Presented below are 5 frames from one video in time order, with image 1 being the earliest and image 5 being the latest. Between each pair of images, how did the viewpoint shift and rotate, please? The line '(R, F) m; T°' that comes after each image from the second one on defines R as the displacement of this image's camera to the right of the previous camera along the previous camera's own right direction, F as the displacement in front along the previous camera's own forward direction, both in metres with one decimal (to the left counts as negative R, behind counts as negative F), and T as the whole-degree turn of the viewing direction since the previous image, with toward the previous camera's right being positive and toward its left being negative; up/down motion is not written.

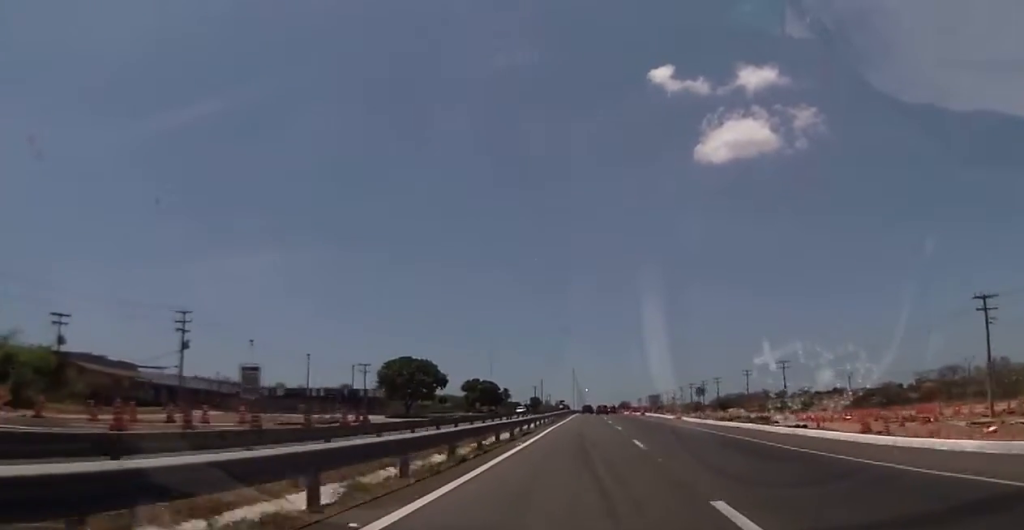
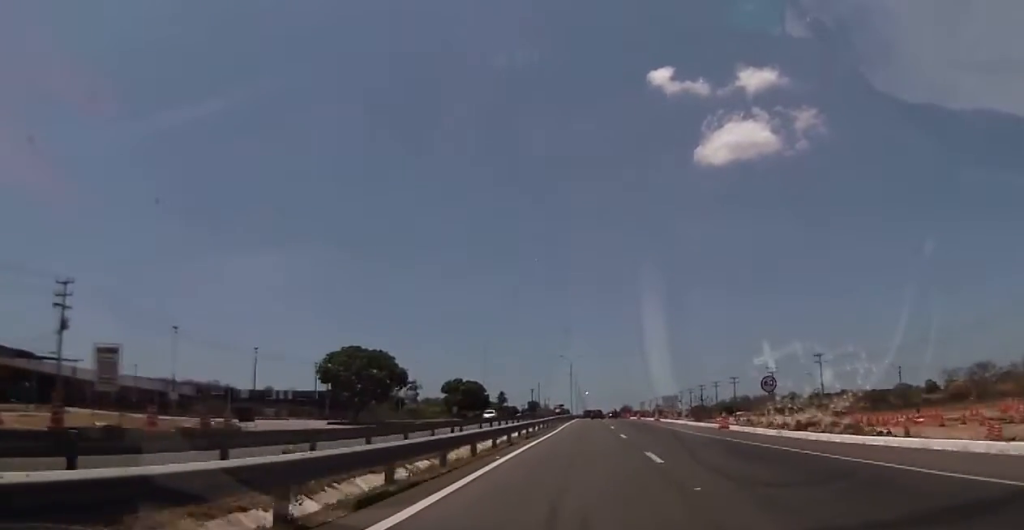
(-0.1, +21.3) m; 0°
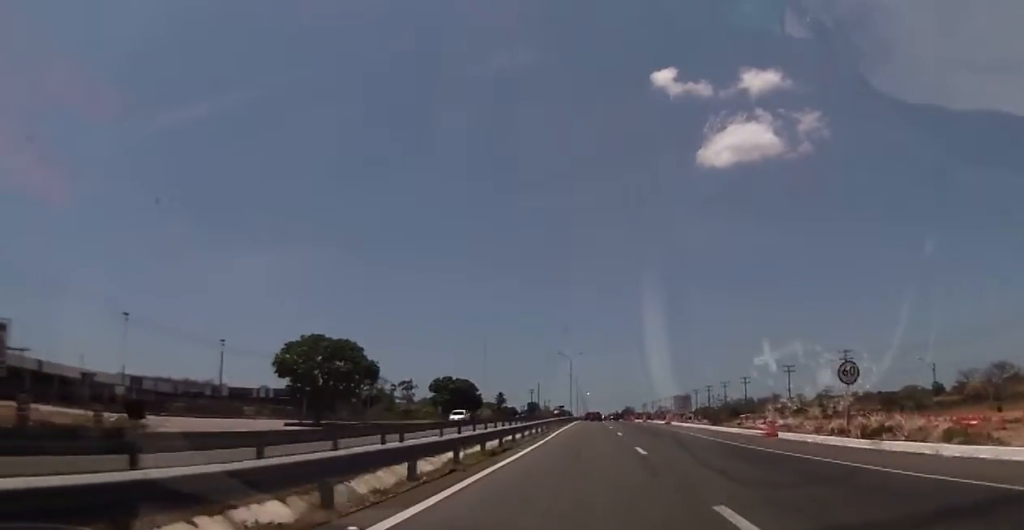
(0.0, +11.0) m; 0°
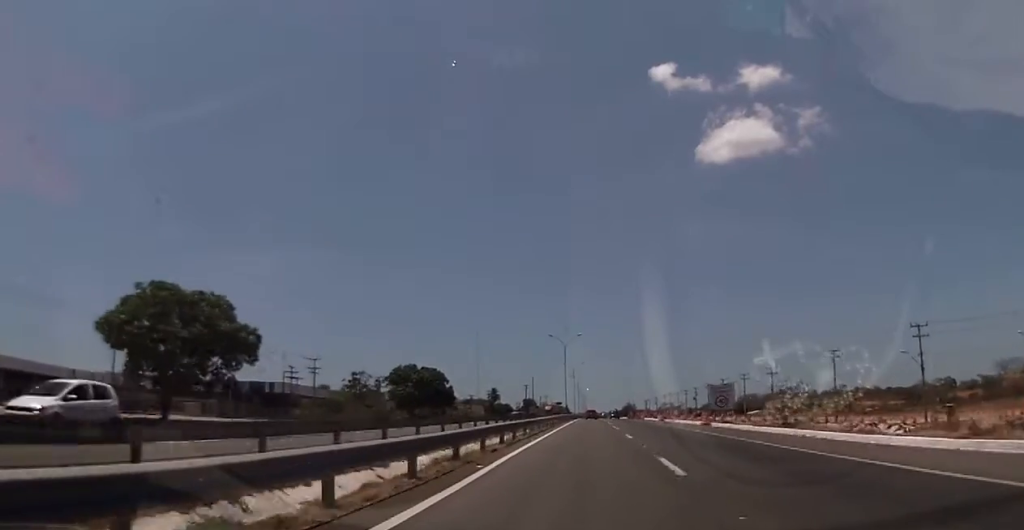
(0.0, +24.6) m; 0°
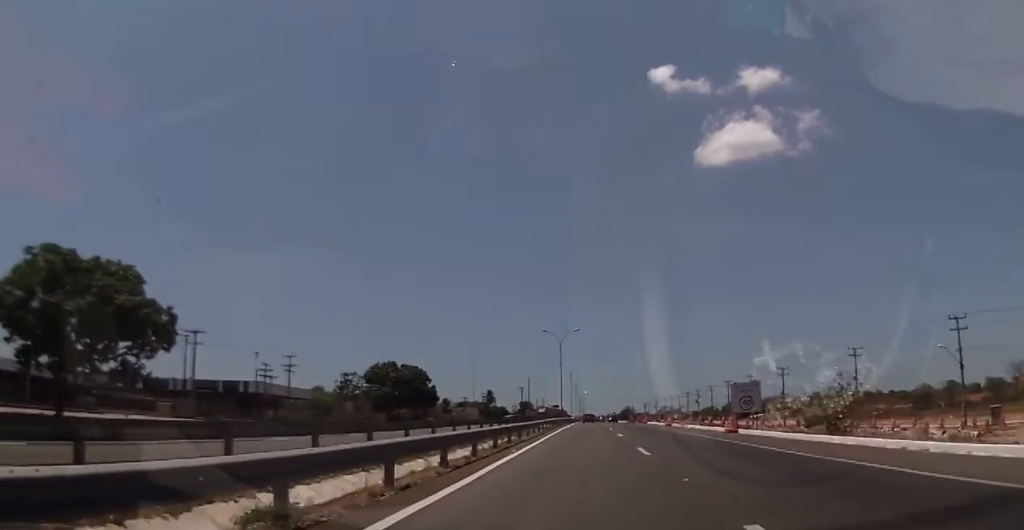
(0.0, +9.3) m; 0°
